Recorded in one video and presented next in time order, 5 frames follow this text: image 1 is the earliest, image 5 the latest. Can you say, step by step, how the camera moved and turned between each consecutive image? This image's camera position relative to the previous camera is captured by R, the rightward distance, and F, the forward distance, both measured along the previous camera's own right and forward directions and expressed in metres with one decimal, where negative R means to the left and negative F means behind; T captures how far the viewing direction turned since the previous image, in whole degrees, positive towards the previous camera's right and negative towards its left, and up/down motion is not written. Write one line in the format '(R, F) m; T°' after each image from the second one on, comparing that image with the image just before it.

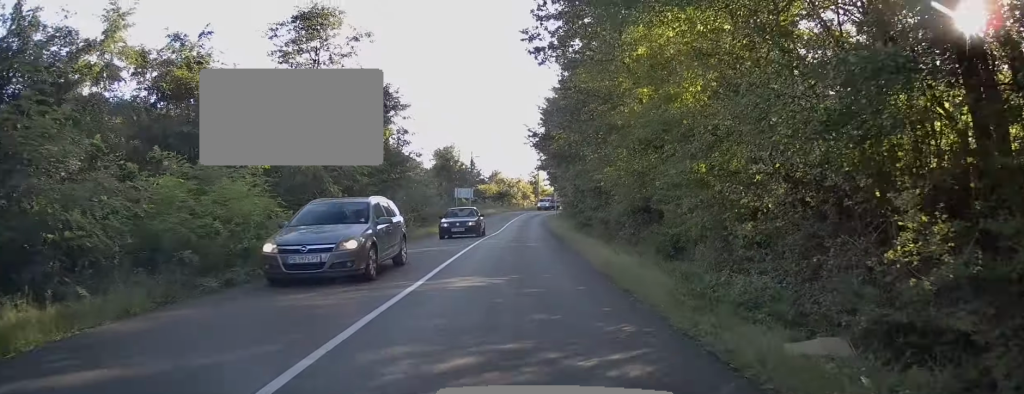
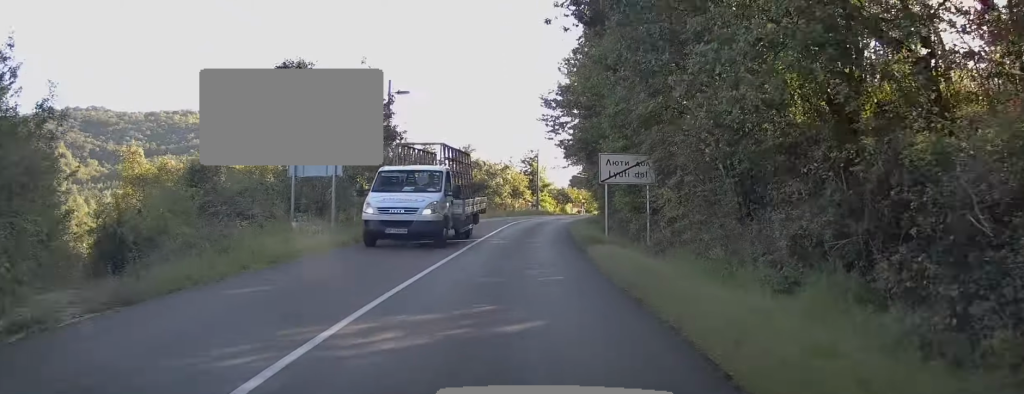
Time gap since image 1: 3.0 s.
(+0.7, +42.3) m; +2°
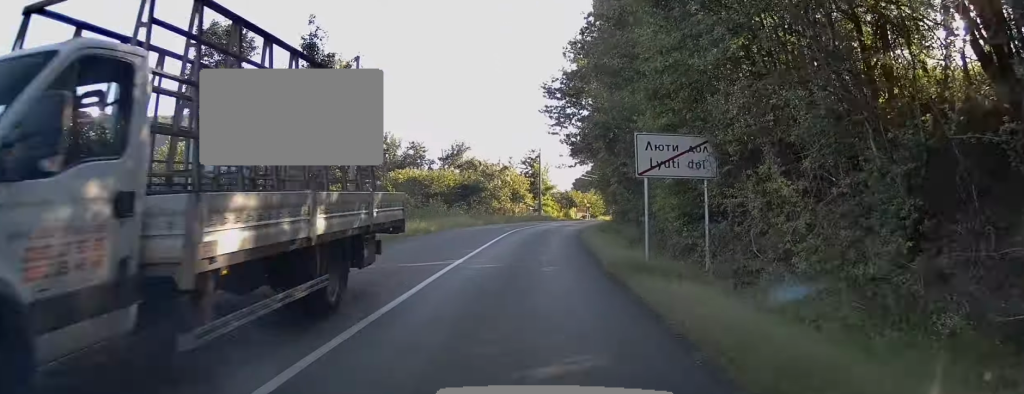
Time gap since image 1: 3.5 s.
(0.0, +6.5) m; 0°
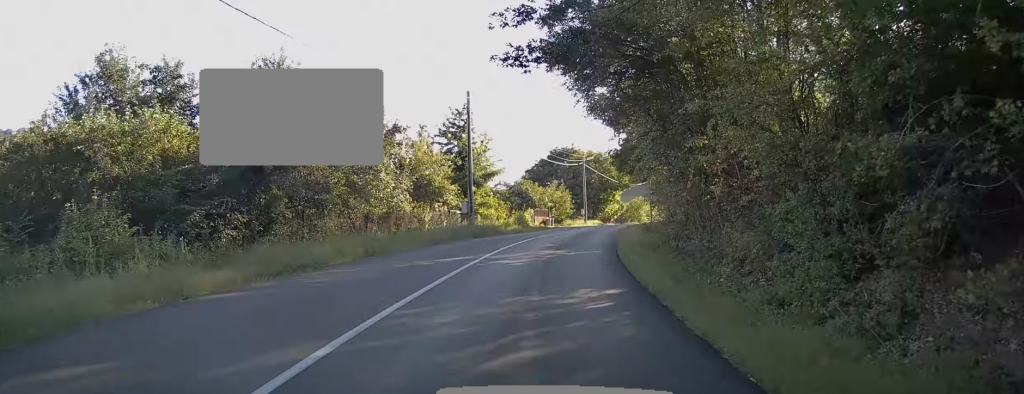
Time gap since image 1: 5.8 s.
(+1.3, +31.4) m; +3°
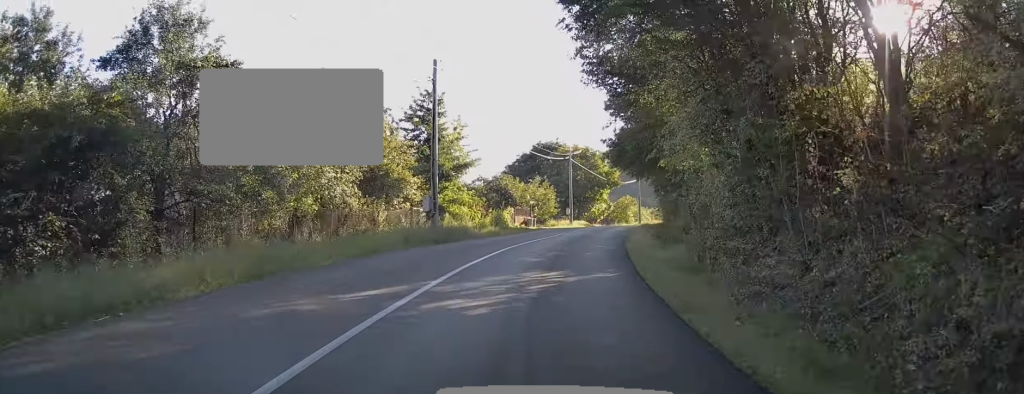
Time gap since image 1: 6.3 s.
(-0.2, +6.3) m; +1°
